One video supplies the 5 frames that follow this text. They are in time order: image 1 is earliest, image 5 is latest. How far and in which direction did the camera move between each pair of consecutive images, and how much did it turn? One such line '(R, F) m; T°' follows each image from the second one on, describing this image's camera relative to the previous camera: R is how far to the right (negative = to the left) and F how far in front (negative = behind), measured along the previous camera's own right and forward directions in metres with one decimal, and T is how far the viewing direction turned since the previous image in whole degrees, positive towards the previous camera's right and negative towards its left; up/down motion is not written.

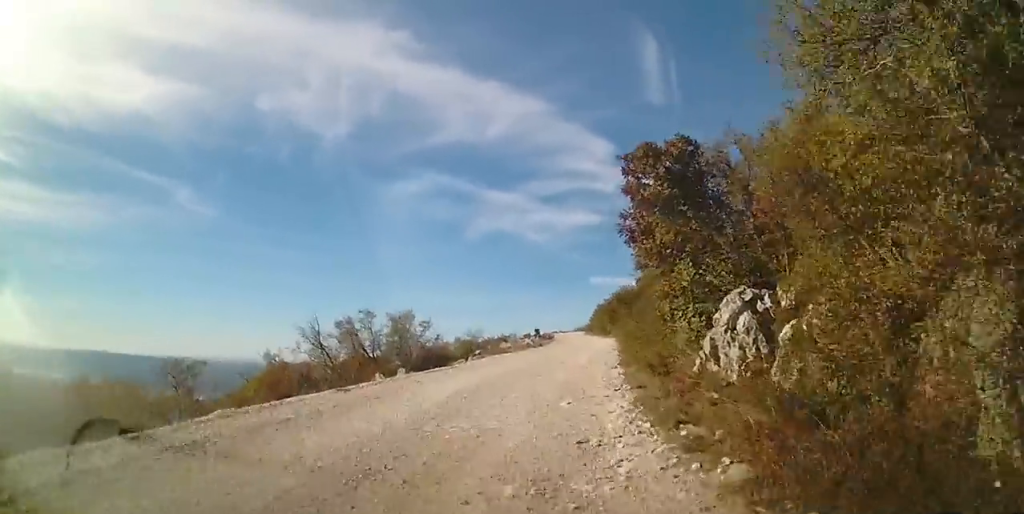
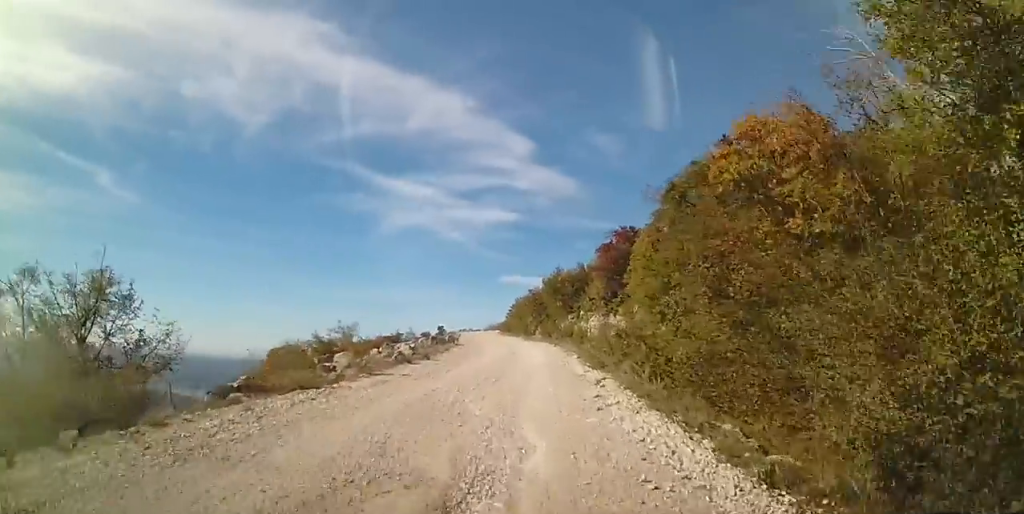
(+1.1, +17.3) m; +8°
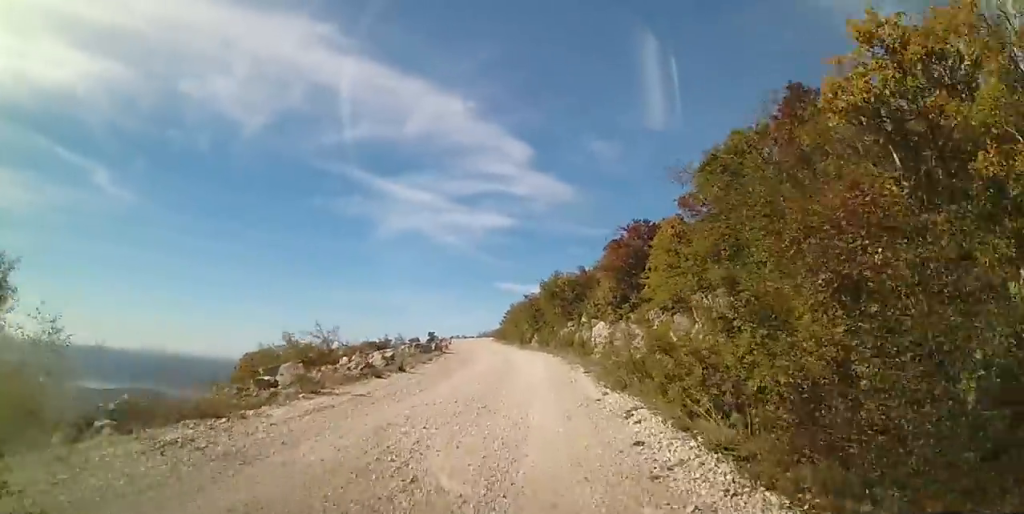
(+0.1, +3.3) m; 0°
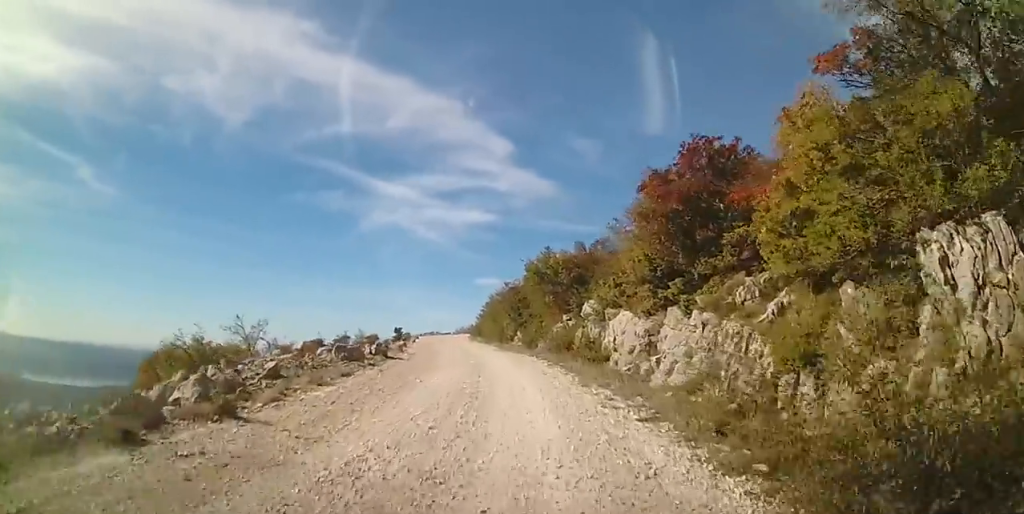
(+0.1, +8.9) m; 0°
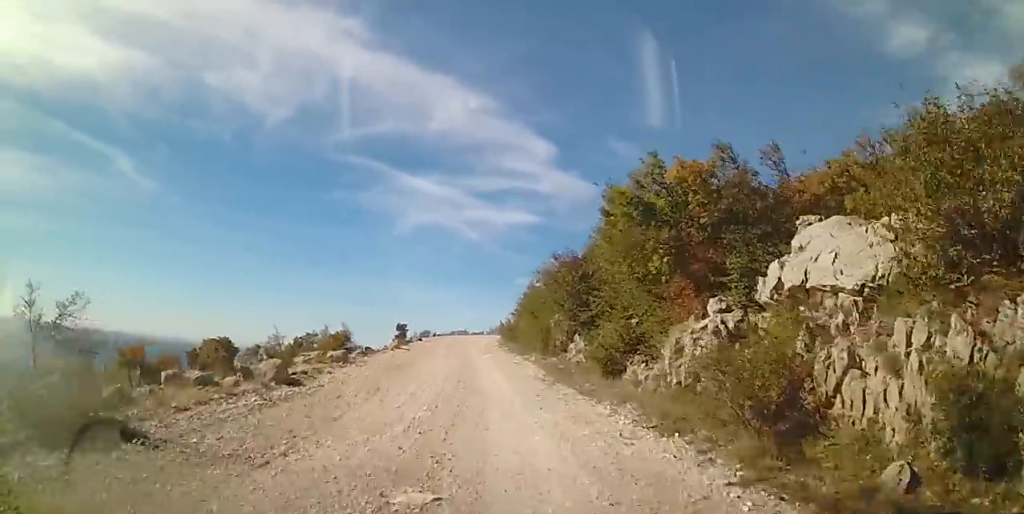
(+0.3, +16.8) m; -1°
